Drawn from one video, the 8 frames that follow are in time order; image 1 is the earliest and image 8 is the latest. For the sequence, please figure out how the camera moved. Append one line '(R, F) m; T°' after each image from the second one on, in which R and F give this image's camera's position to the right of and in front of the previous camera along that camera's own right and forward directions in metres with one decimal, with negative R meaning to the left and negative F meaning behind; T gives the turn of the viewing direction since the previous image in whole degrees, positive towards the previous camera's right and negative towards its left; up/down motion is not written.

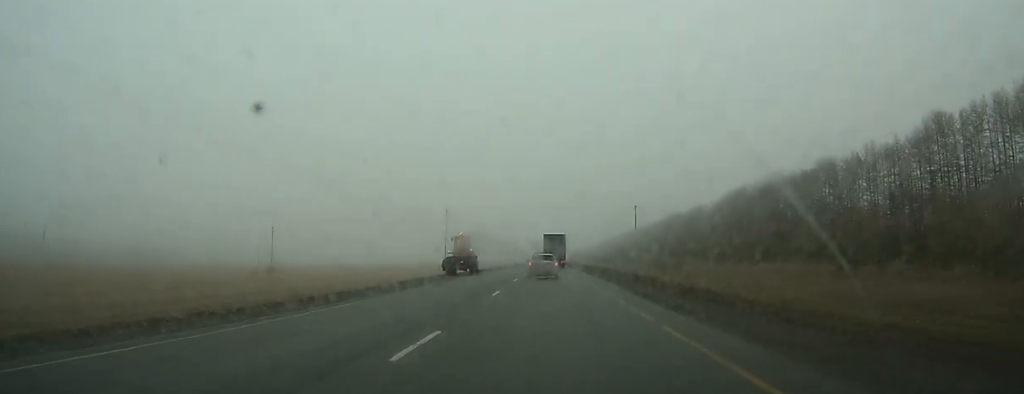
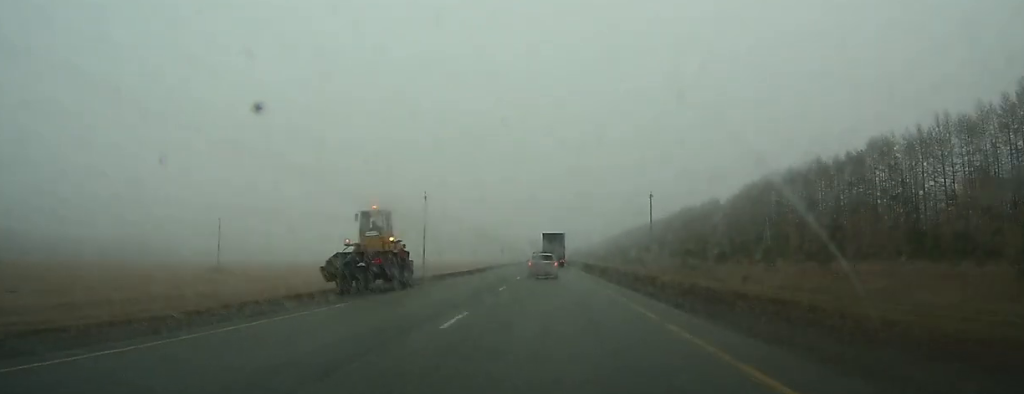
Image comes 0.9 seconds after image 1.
(0.0, +19.7) m; 0°
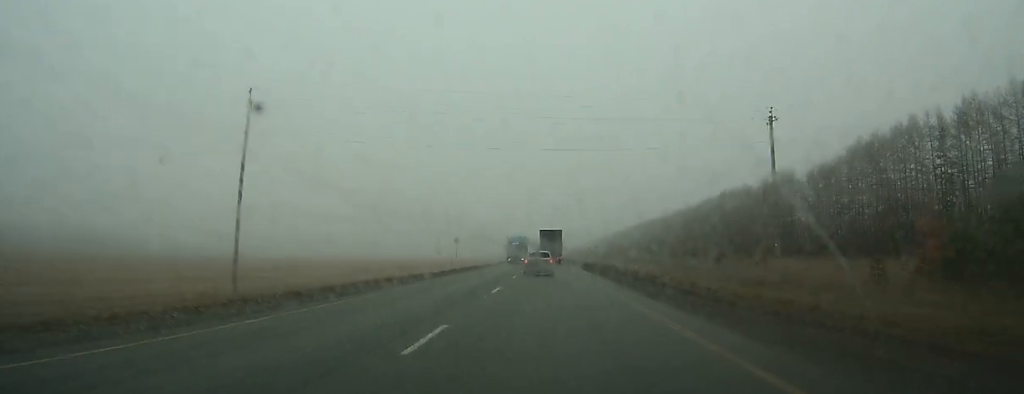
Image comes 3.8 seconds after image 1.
(-0.1, +64.3) m; 0°
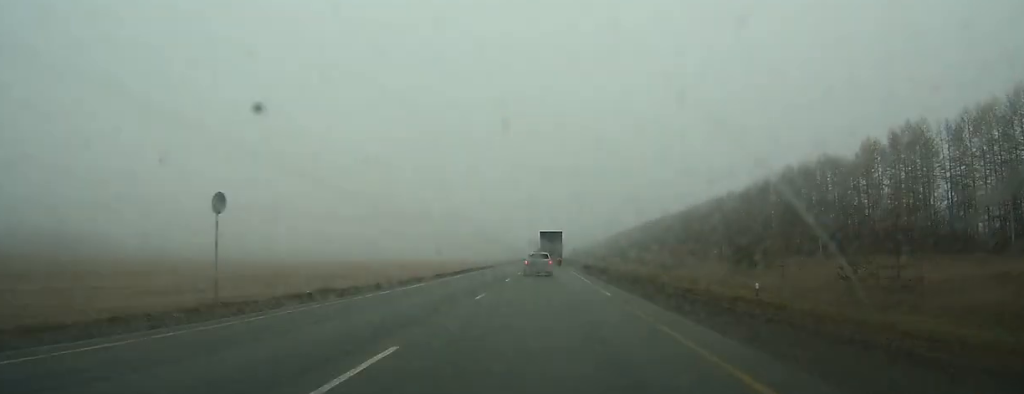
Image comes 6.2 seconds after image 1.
(+0.1, +52.4) m; 0°
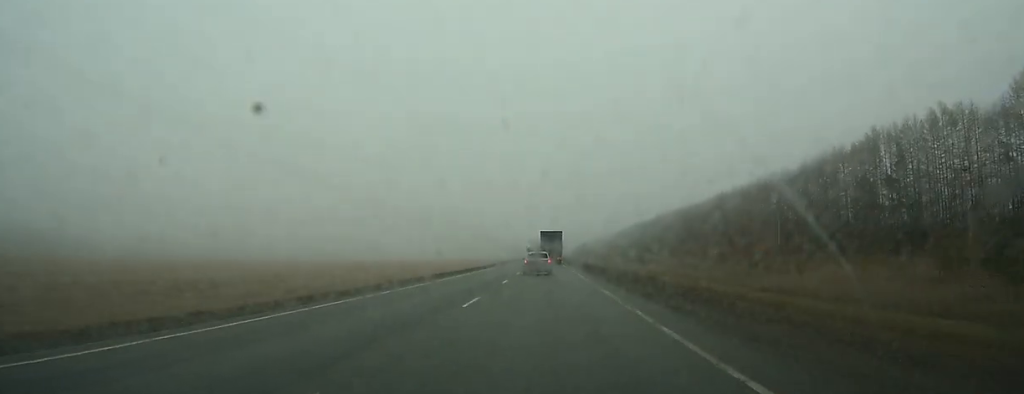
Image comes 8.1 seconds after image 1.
(+0.2, +38.5) m; 0°
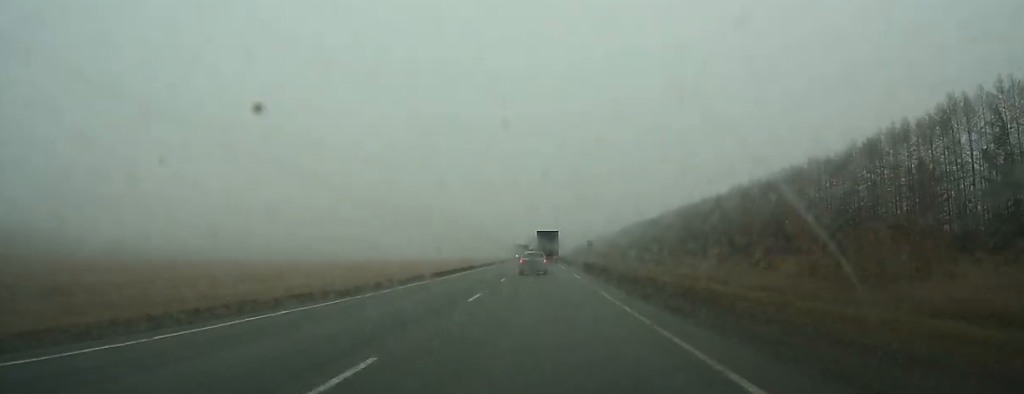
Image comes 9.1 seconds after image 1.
(-0.1, +21.3) m; 0°
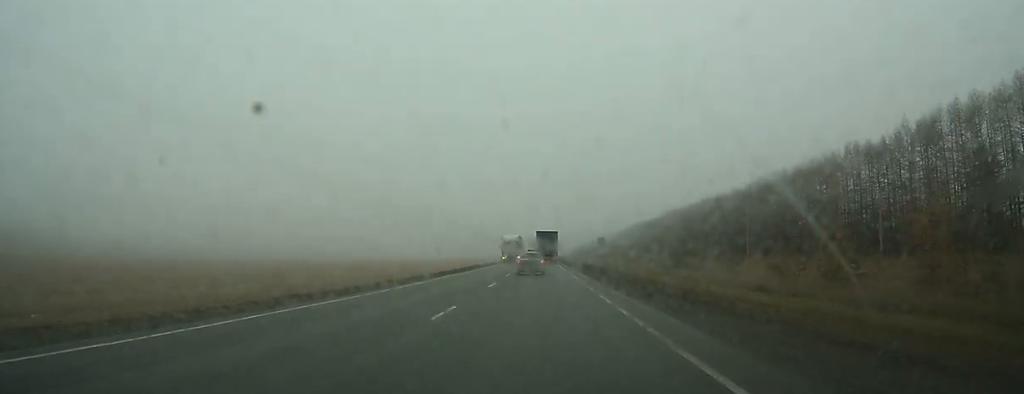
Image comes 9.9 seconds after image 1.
(0.0, +16.0) m; 0°
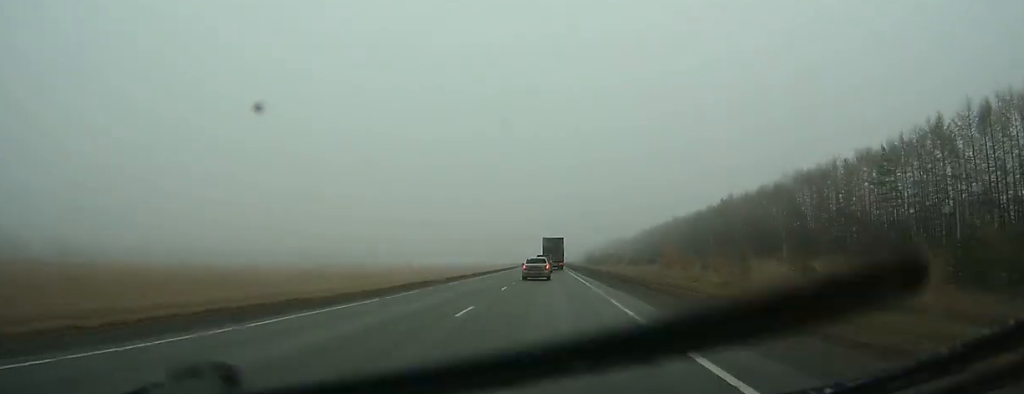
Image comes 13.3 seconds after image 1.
(+0.2, +71.0) m; 0°
